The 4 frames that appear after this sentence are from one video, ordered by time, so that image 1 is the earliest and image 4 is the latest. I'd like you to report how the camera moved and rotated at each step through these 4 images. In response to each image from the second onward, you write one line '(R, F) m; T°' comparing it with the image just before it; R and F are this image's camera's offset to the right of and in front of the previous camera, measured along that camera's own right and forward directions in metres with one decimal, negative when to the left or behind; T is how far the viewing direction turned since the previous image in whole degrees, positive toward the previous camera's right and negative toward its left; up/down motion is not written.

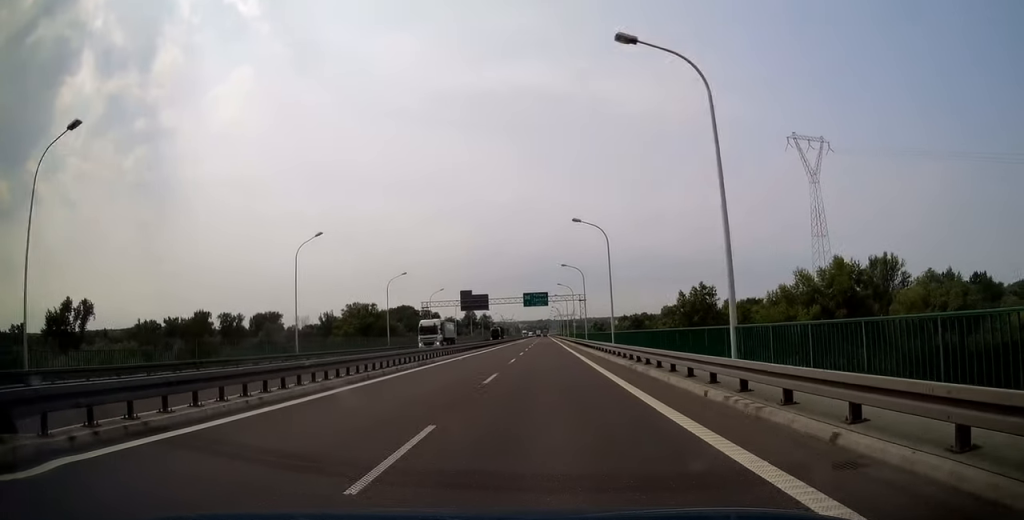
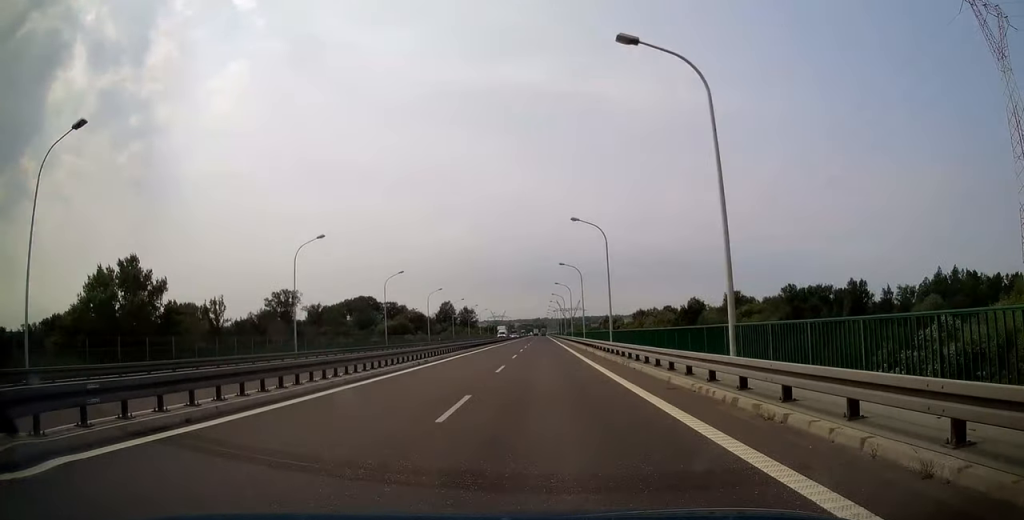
(+0.1, +103.5) m; +1°
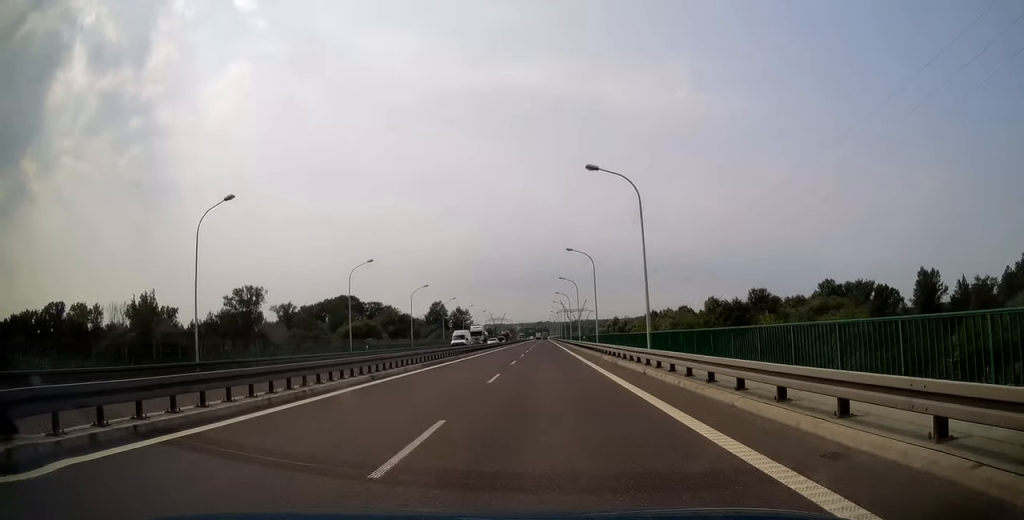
(0.0, +39.6) m; -1°
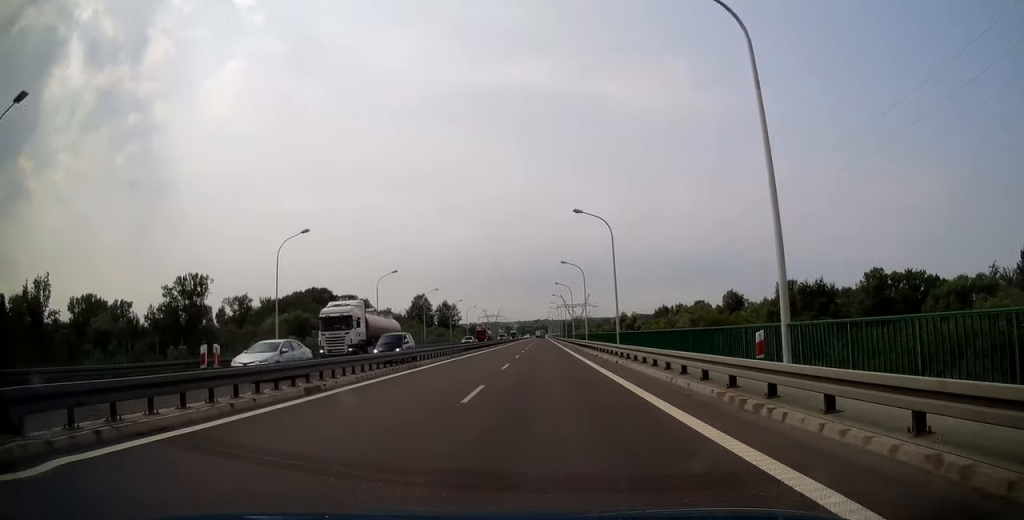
(-0.1, +41.6) m; +1°
